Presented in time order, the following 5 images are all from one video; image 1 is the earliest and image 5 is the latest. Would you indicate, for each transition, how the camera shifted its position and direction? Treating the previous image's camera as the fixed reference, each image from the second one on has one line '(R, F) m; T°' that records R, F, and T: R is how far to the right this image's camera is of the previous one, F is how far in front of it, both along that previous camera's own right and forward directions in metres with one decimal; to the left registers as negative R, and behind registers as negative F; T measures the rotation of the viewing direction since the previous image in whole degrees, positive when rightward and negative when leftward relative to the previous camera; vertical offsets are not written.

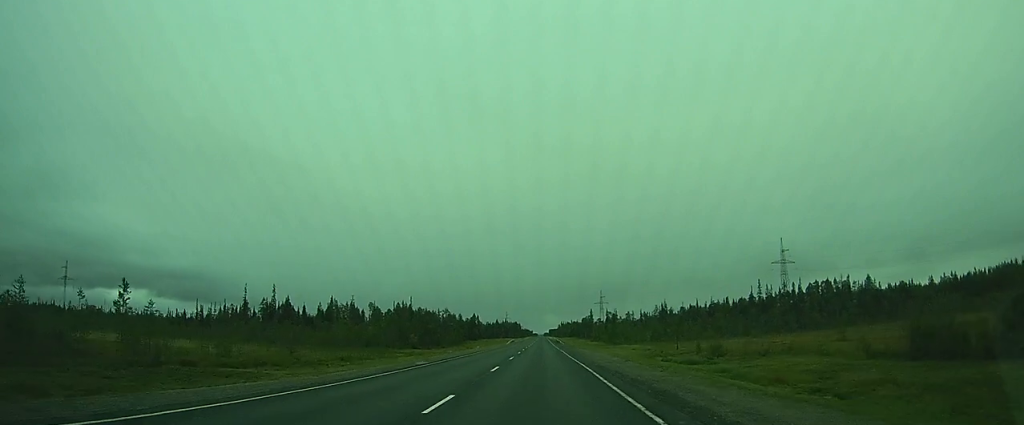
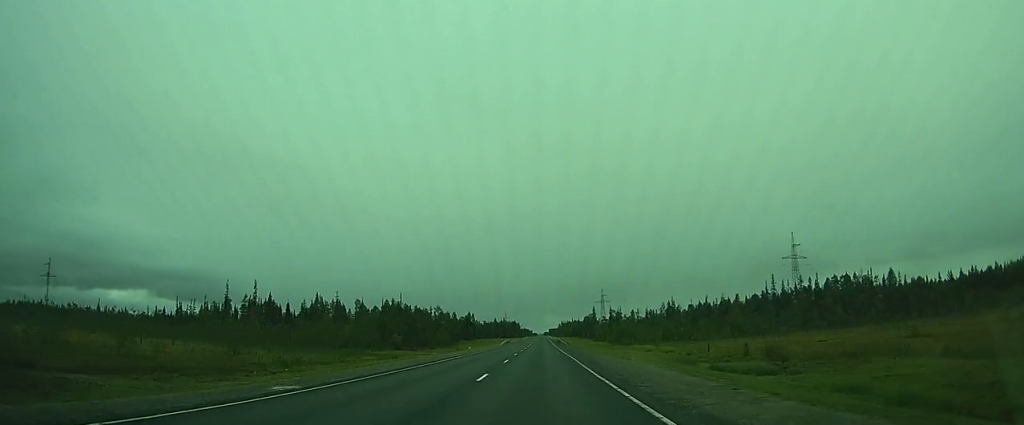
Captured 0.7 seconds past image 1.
(+0.1, +19.8) m; +1°
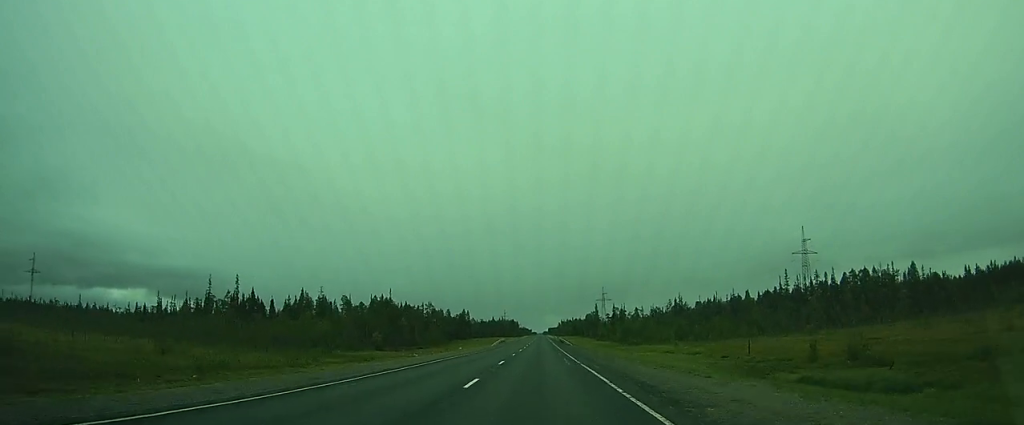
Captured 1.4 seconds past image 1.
(+0.1, +16.0) m; 0°
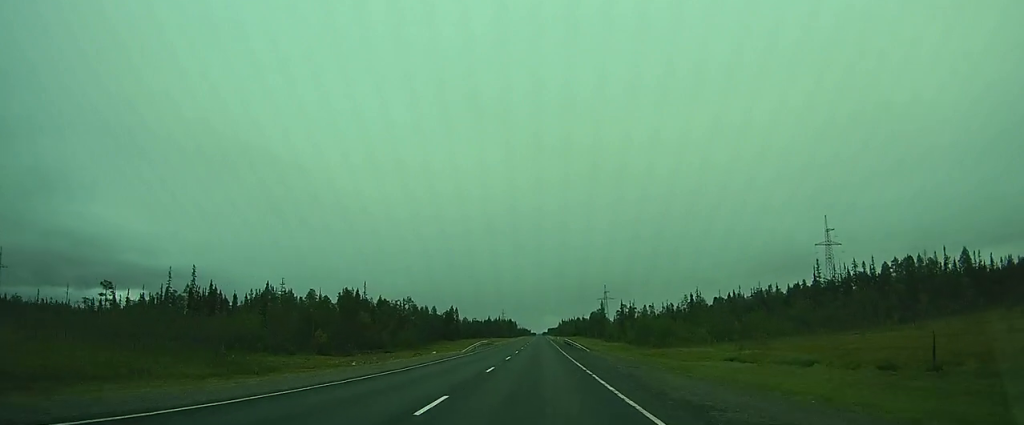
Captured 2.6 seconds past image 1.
(+0.1, +30.9) m; 0°
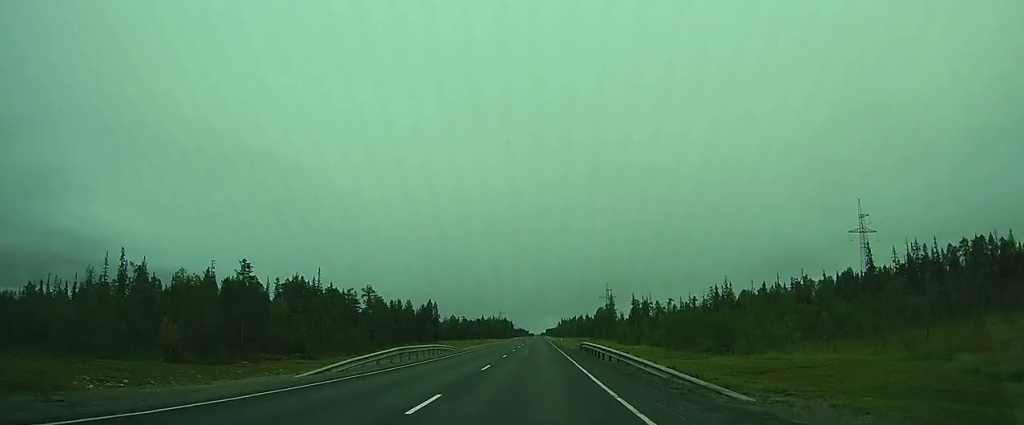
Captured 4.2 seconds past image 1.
(+0.2, +36.5) m; +1°
